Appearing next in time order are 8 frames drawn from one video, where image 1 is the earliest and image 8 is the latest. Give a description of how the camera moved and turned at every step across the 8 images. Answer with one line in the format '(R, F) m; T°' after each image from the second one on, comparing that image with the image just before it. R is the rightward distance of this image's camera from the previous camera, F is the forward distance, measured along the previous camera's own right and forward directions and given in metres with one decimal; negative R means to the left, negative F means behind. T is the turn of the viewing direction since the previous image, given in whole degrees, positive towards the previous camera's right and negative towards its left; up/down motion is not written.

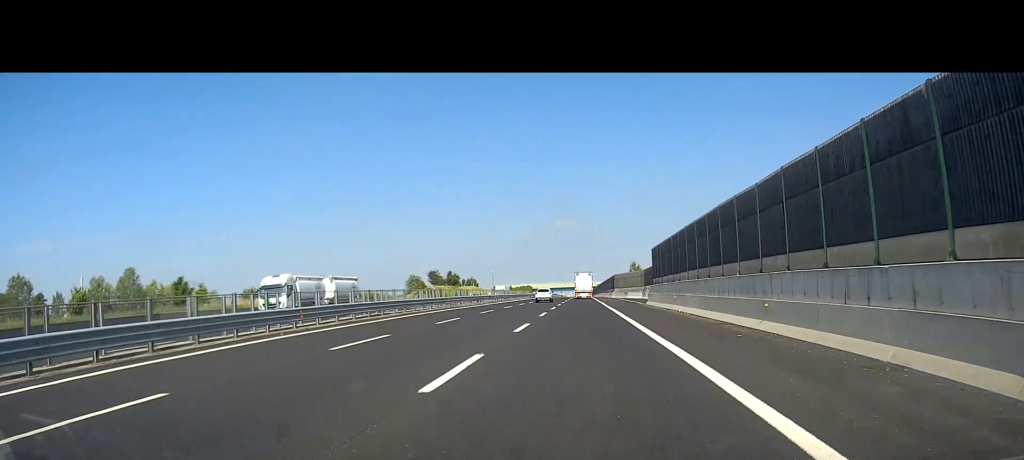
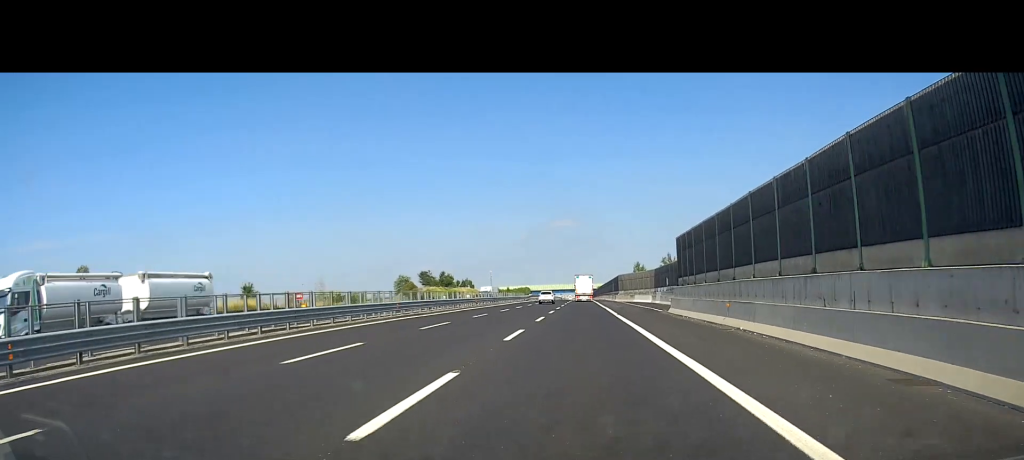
(-0.2, +14.3) m; 0°
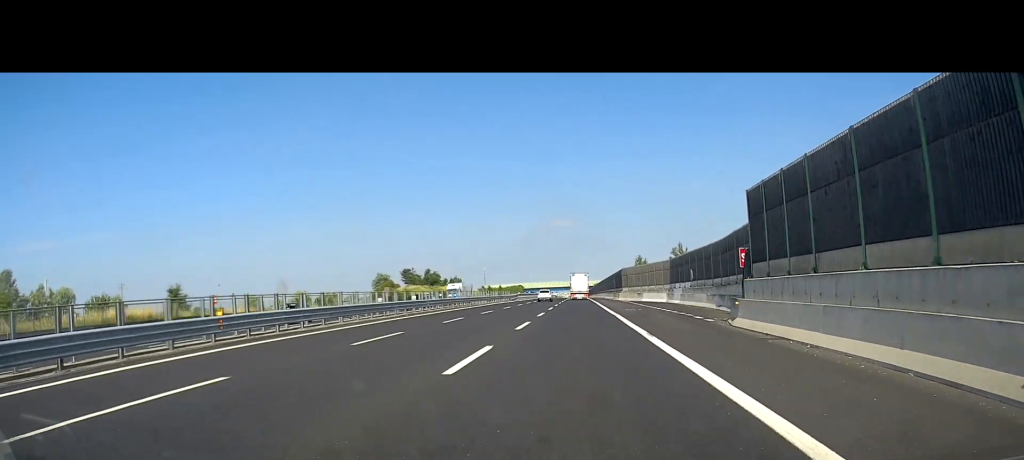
(+0.3, +18.9) m; 0°
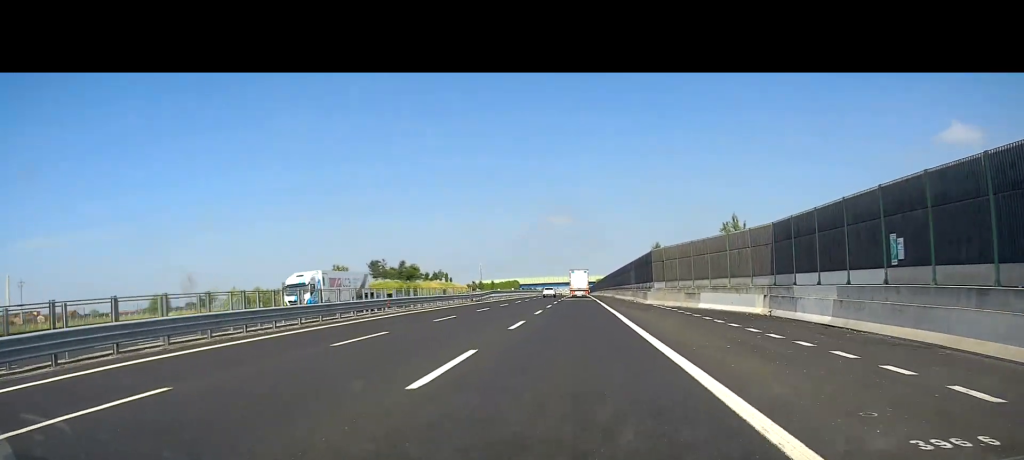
(-0.3, +36.8) m; -1°
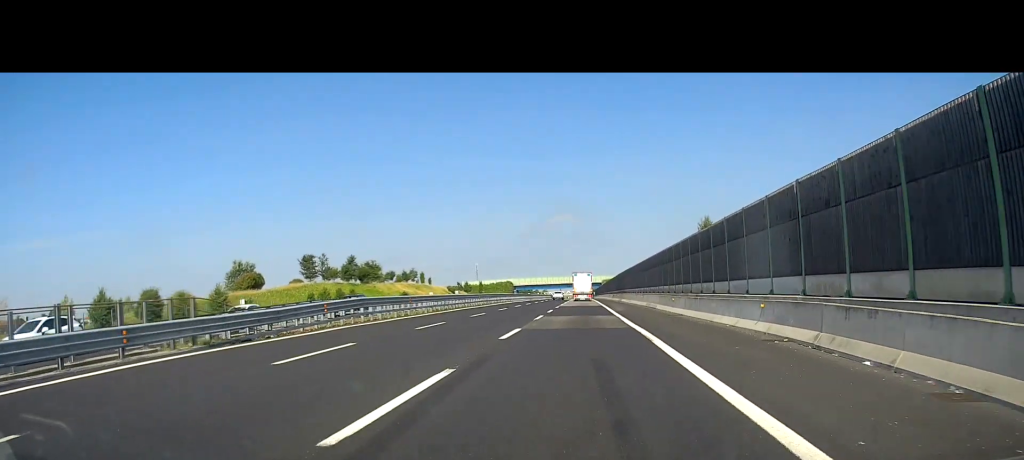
(+0.7, +49.9) m; +2°
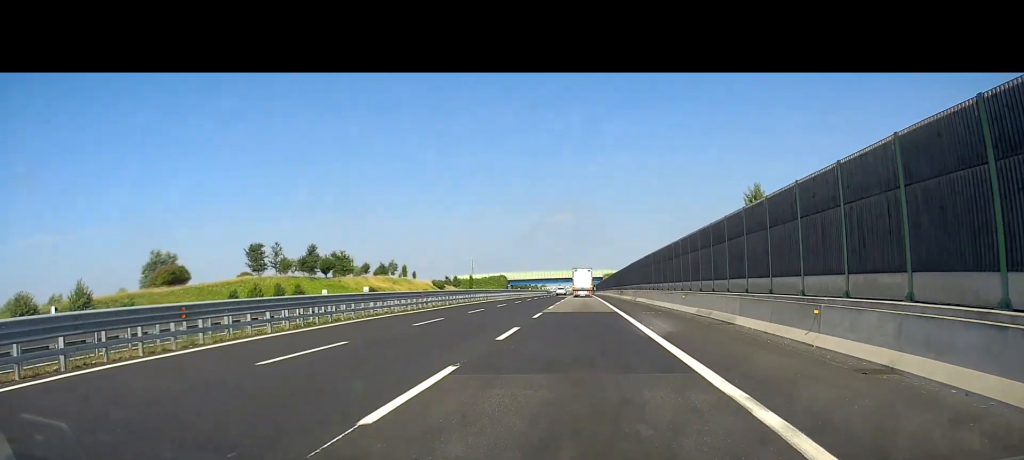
(+0.1, +23.9) m; 0°
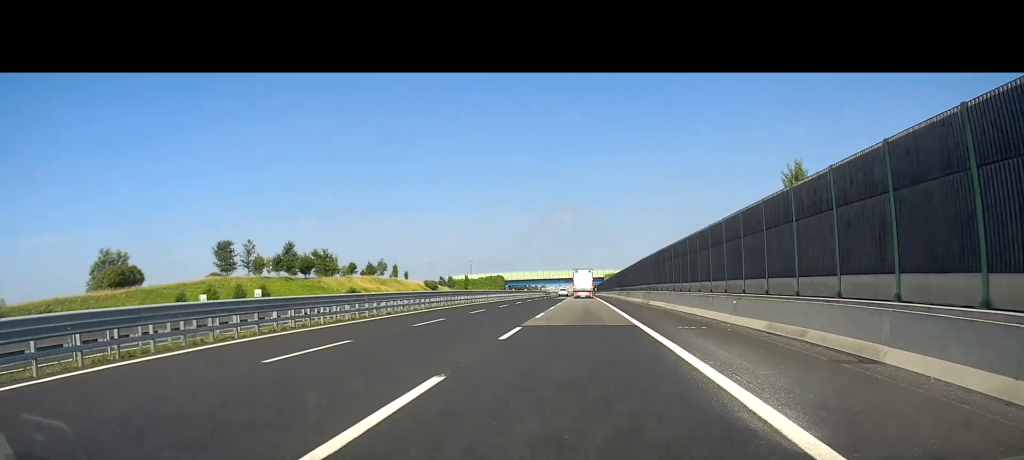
(0.0, +11.5) m; 0°
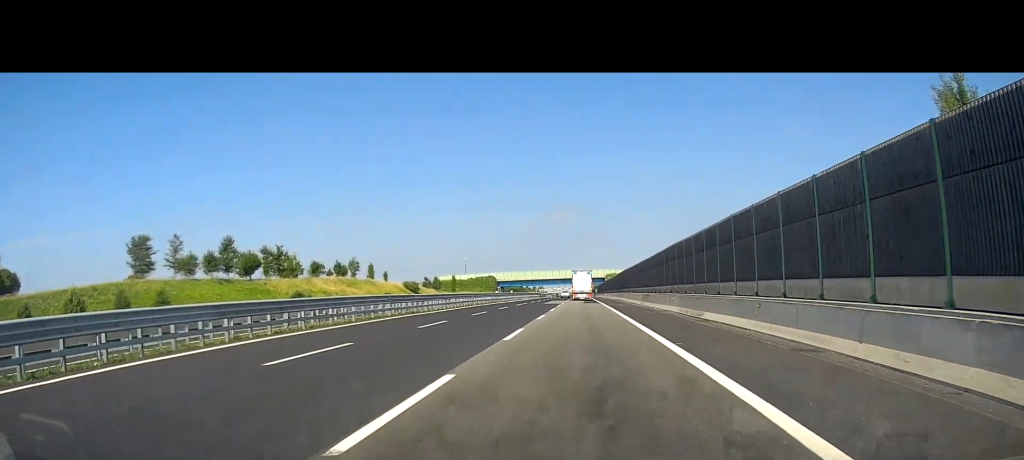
(0.0, +23.0) m; 0°
